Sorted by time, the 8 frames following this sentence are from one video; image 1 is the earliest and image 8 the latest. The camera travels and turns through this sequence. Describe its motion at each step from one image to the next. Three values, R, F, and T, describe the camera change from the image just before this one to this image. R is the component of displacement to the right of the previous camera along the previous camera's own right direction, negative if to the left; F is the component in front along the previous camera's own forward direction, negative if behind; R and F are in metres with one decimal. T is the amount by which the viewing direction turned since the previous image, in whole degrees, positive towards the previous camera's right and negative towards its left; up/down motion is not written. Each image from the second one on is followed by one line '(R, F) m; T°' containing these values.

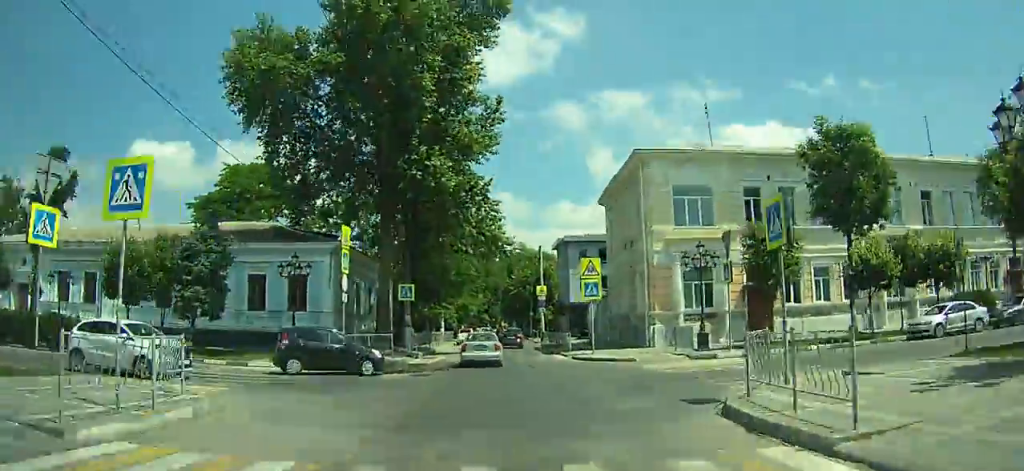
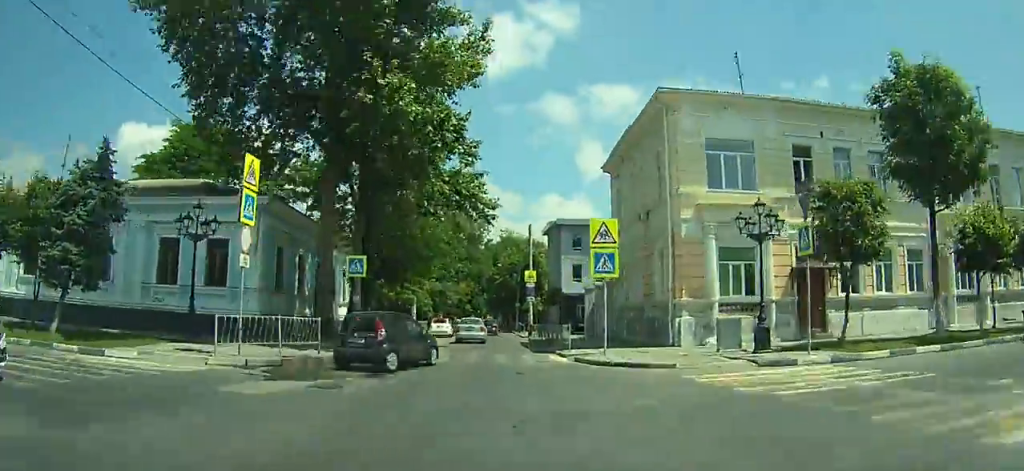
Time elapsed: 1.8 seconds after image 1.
(-1.6, +8.5) m; +5°
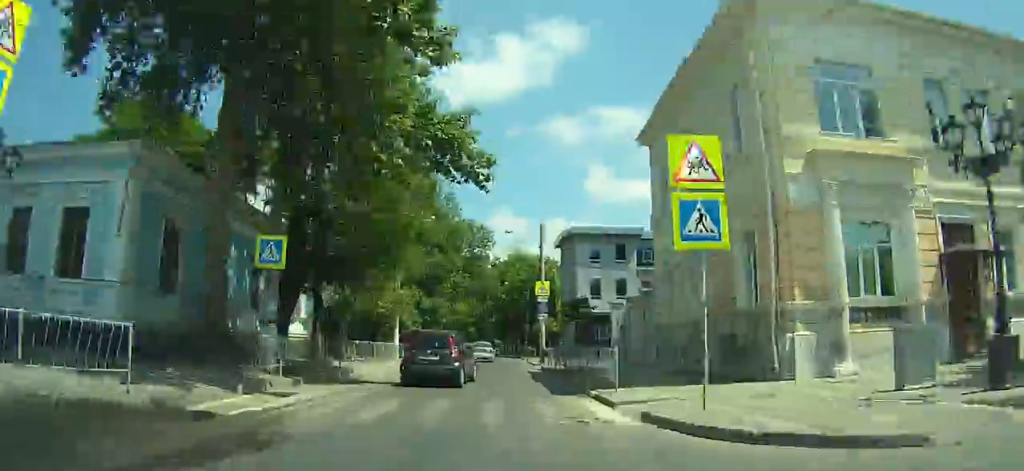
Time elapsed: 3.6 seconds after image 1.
(+2.0, +10.8) m; +9°
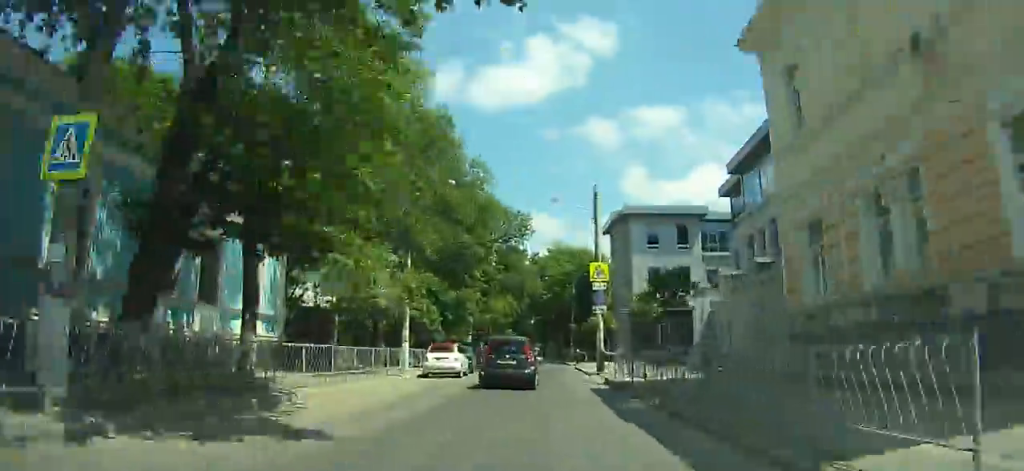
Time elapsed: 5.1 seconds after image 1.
(+0.7, +9.5) m; +6°
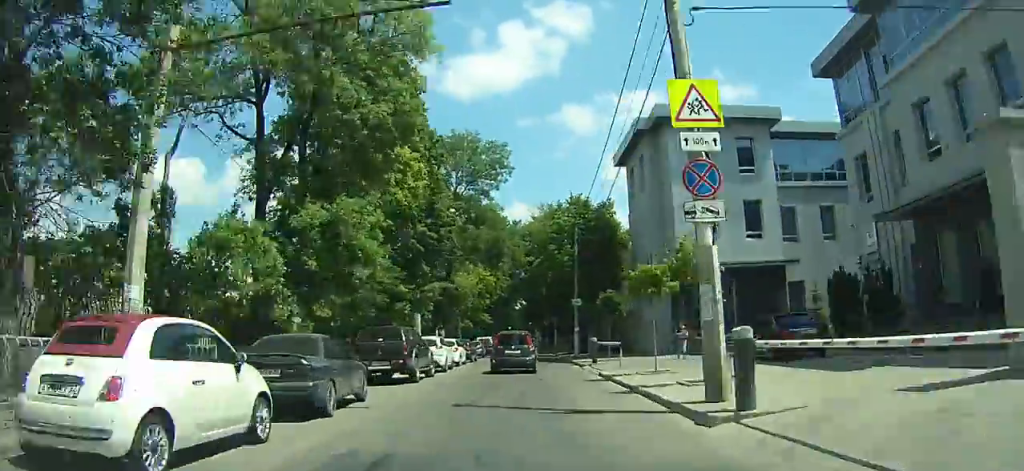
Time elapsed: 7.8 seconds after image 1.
(+1.2, +19.4) m; -10°
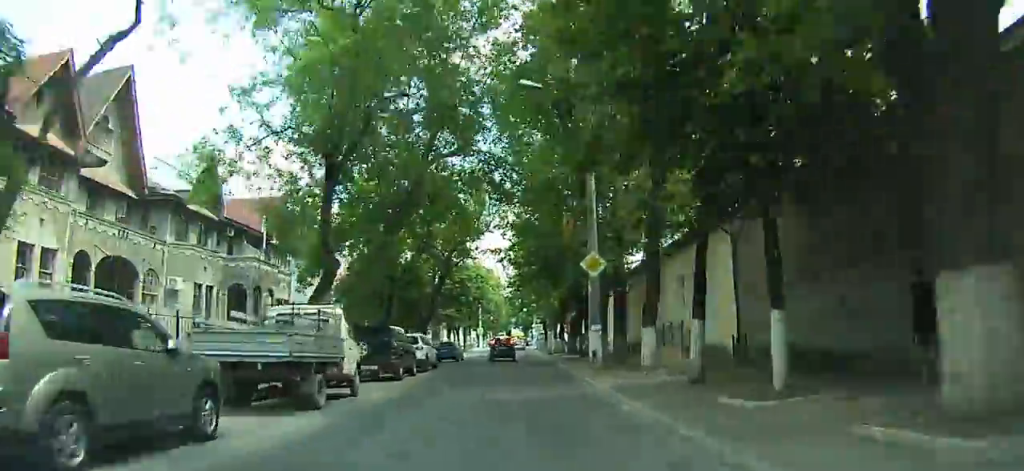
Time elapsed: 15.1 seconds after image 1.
(-12.9, +66.0) m; -9°
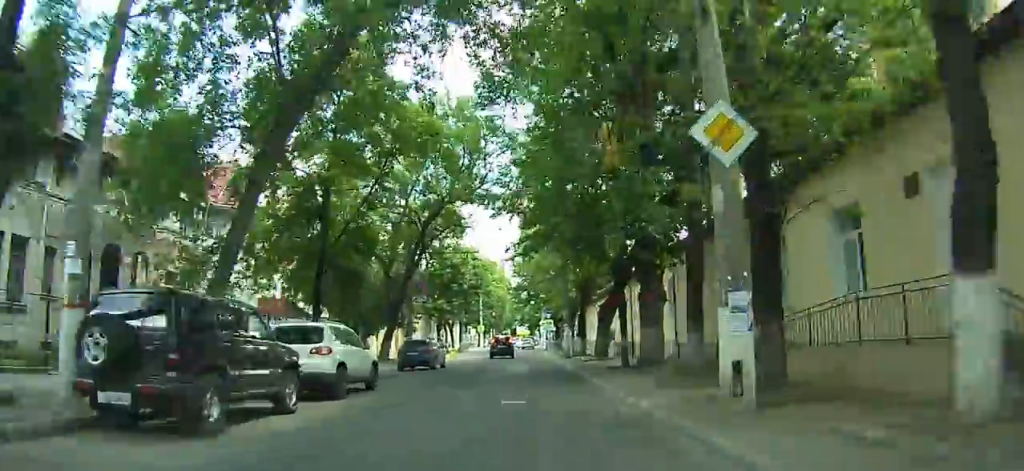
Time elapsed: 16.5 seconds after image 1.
(+0.3, +13.3) m; +1°
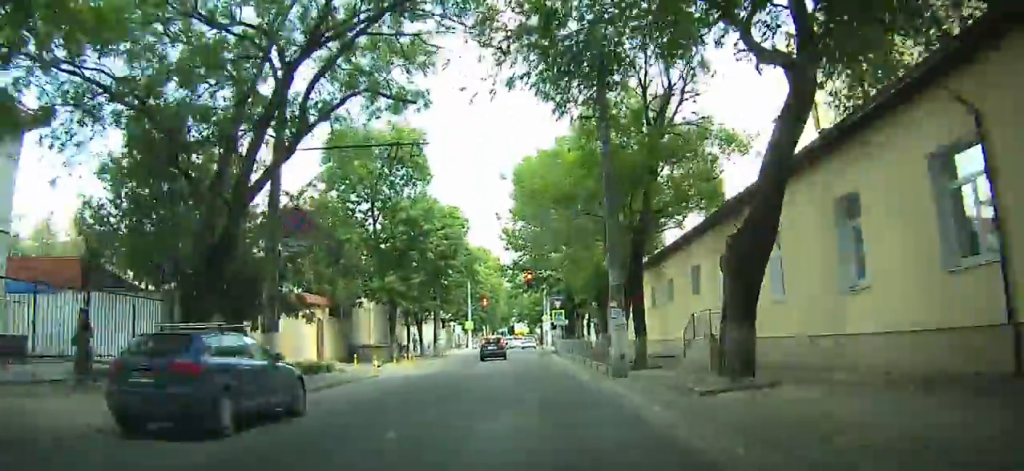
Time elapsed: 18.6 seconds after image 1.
(+0.2, +18.3) m; +1°
